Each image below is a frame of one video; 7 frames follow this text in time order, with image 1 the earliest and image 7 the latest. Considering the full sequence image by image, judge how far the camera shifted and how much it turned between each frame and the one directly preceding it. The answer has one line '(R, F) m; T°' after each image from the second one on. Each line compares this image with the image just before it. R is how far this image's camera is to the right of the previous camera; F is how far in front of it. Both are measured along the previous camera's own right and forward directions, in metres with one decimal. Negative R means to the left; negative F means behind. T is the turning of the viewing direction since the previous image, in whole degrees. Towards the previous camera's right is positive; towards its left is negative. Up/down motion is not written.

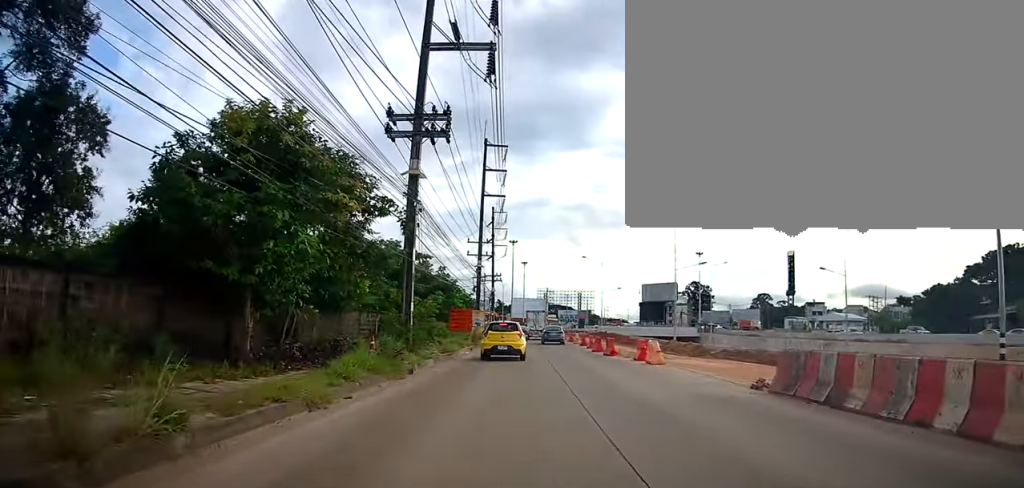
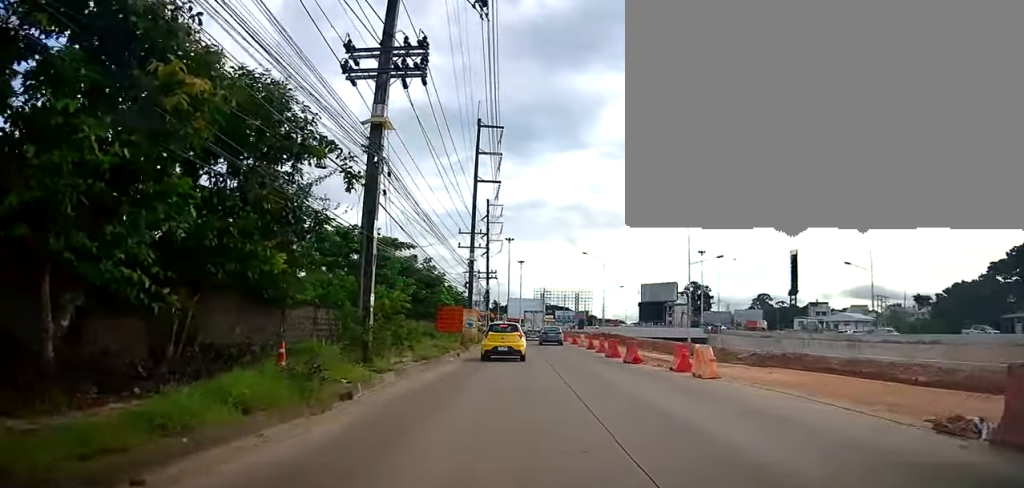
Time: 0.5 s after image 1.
(+0.3, +5.5) m; 0°
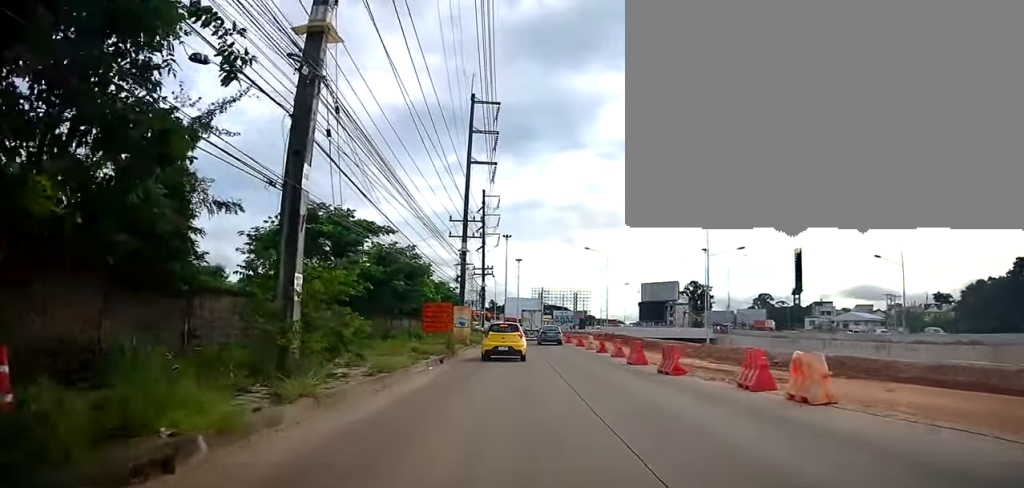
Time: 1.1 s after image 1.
(-0.2, +5.4) m; 0°
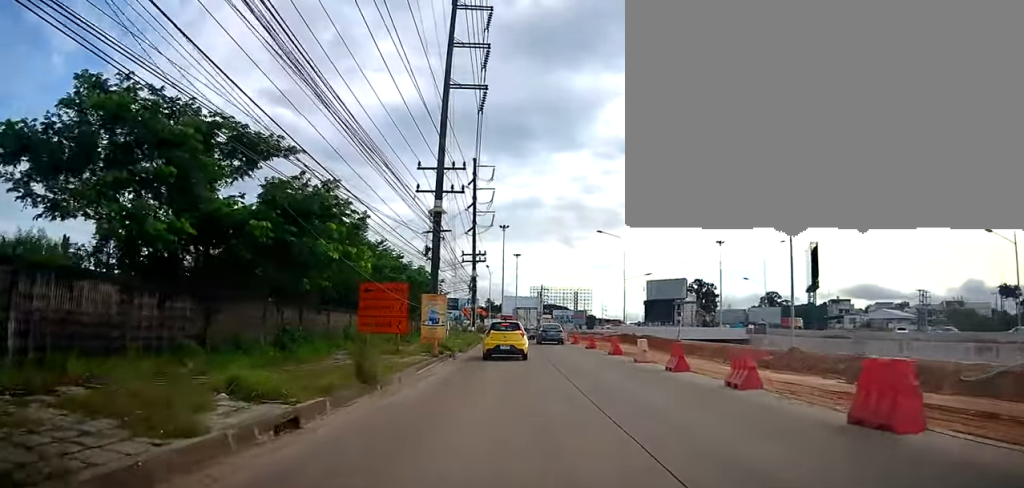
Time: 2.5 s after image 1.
(+0.2, +14.3) m; 0°
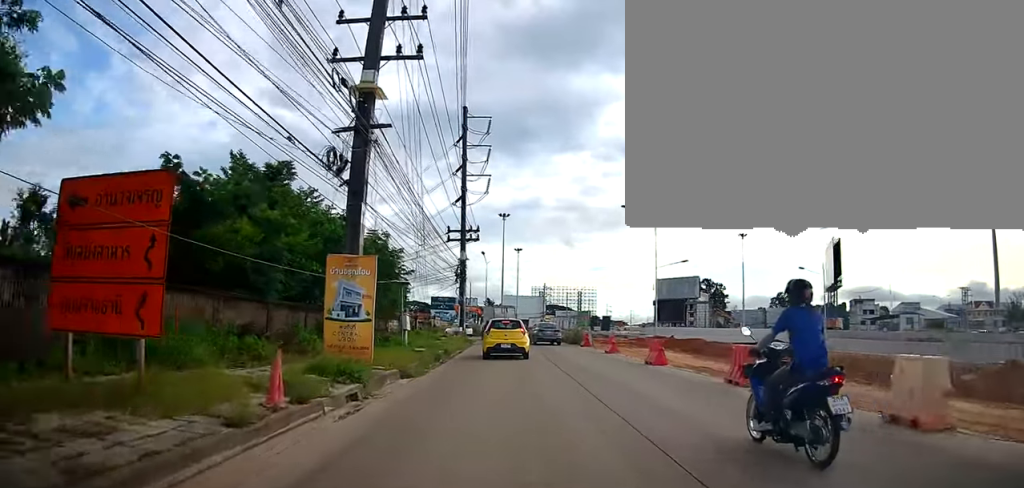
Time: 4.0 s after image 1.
(-0.4, +14.9) m; -1°
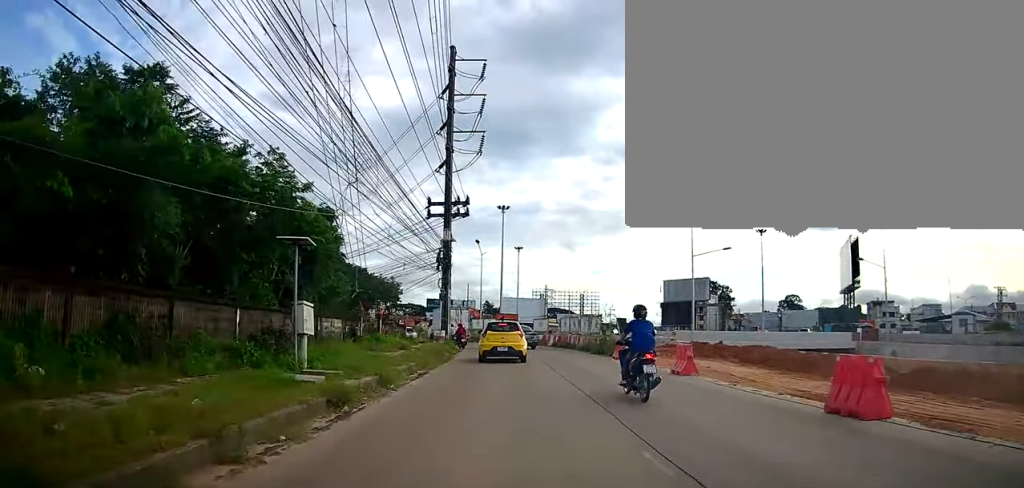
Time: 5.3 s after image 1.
(+0.2, +11.4) m; +2°
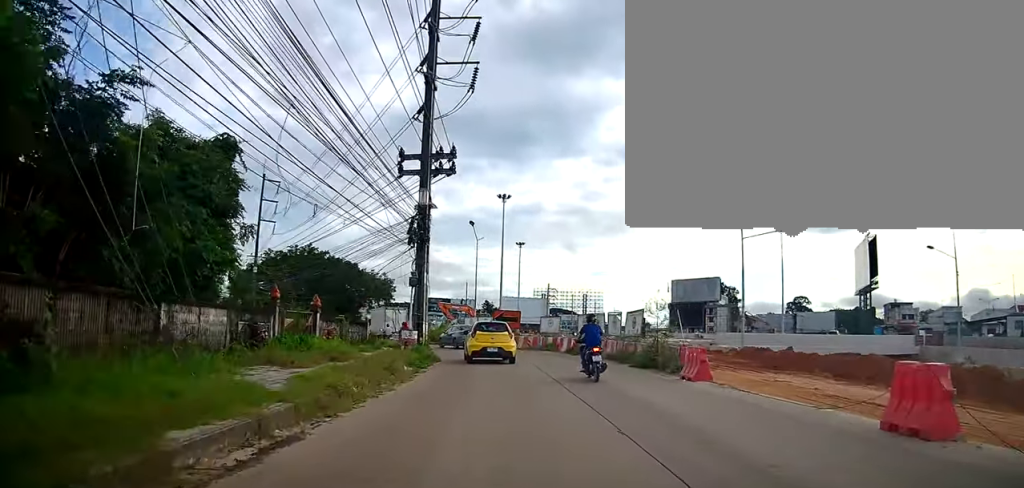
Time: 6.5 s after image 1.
(+0.2, +10.0) m; +2°
